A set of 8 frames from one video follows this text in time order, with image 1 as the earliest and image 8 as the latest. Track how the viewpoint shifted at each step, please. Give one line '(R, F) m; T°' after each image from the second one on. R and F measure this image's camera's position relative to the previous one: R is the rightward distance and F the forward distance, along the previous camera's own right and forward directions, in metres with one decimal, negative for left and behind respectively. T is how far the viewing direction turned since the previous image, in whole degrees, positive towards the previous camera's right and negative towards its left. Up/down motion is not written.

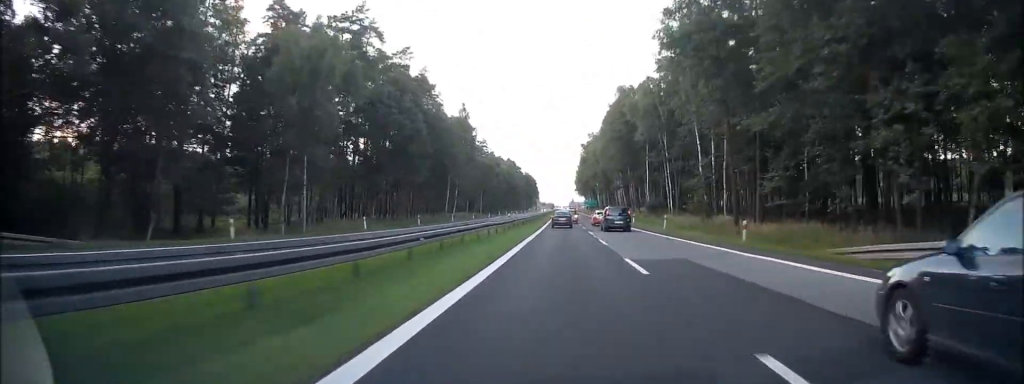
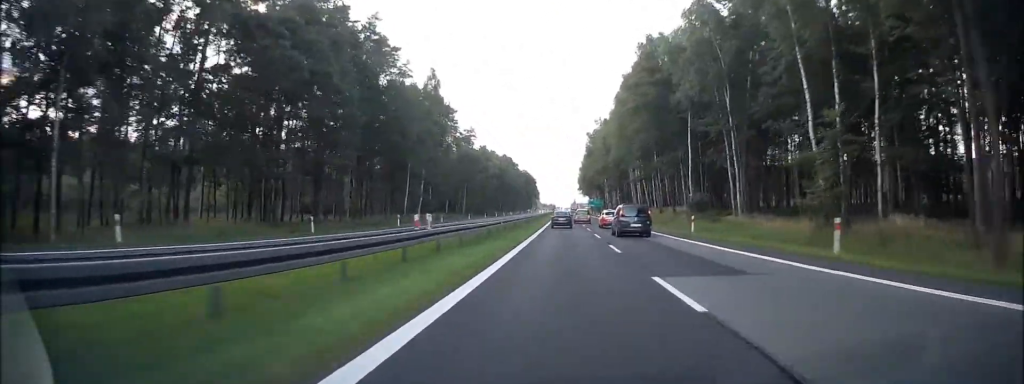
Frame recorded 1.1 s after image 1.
(-0.1, +28.8) m; 0°
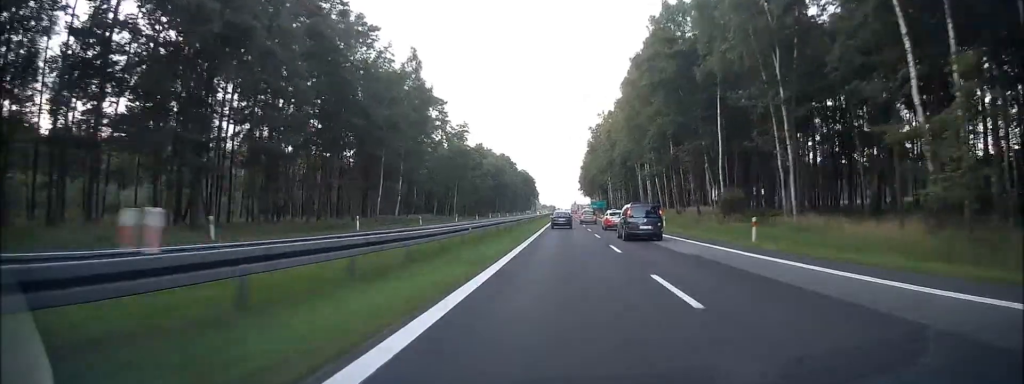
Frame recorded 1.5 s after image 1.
(-0.1, +11.6) m; 0°
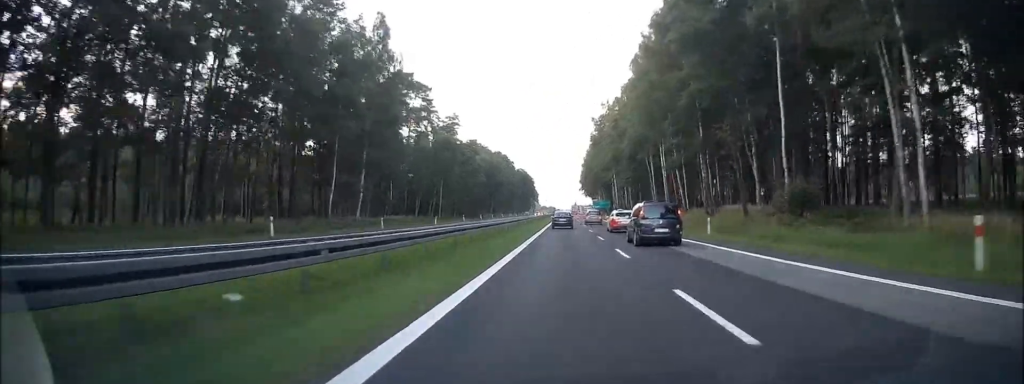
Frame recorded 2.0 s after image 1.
(+0.1, +14.1) m; +1°
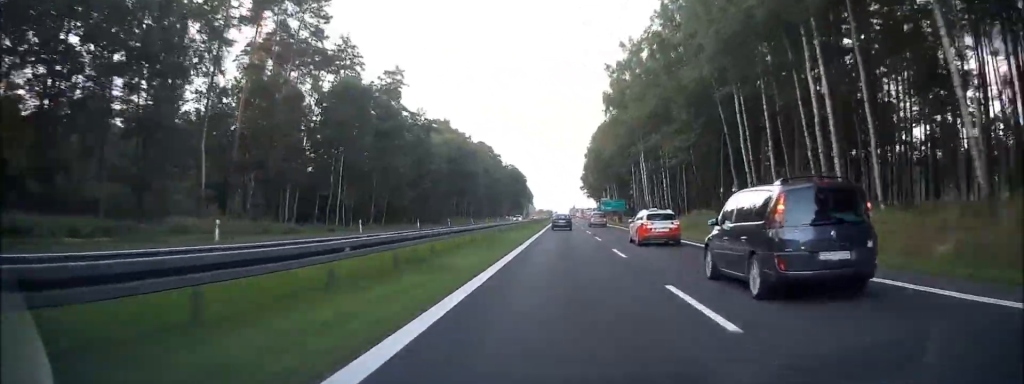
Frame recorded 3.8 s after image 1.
(+0.4, +46.3) m; 0°
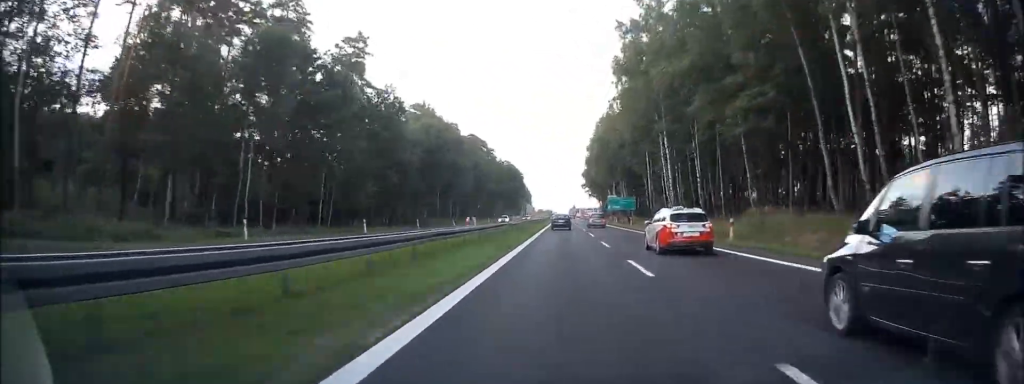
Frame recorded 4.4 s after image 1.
(0.0, +16.6) m; 0°
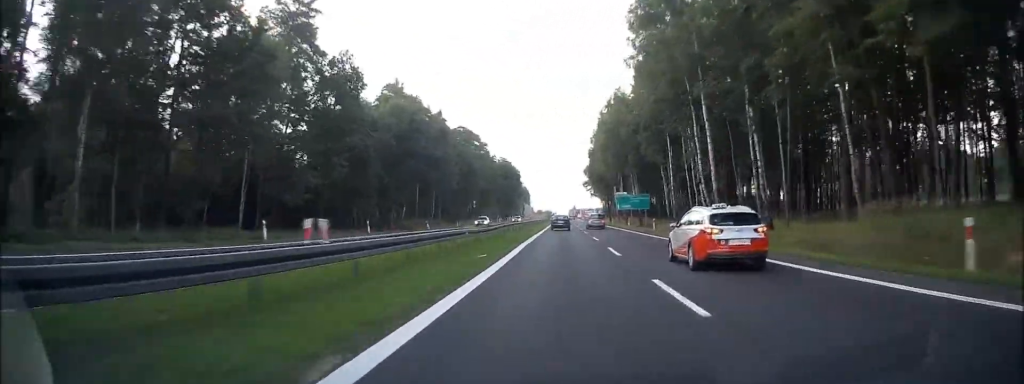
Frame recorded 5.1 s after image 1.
(0.0, +16.6) m; 0°
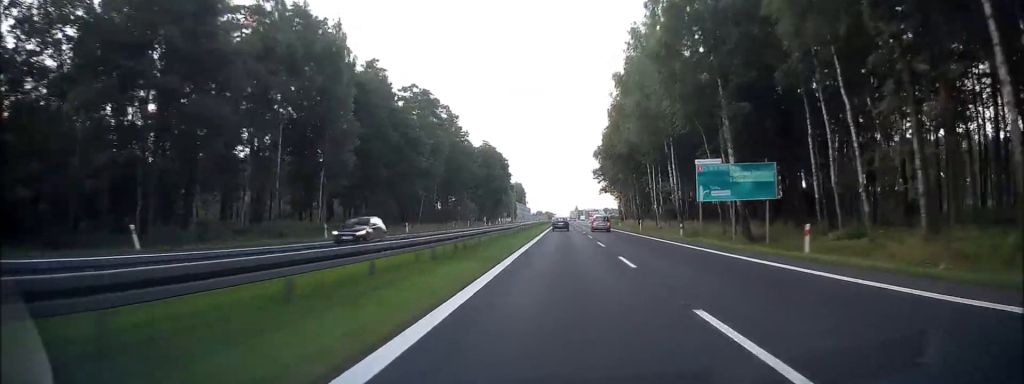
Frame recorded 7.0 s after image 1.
(-0.1, +50.9) m; 0°
